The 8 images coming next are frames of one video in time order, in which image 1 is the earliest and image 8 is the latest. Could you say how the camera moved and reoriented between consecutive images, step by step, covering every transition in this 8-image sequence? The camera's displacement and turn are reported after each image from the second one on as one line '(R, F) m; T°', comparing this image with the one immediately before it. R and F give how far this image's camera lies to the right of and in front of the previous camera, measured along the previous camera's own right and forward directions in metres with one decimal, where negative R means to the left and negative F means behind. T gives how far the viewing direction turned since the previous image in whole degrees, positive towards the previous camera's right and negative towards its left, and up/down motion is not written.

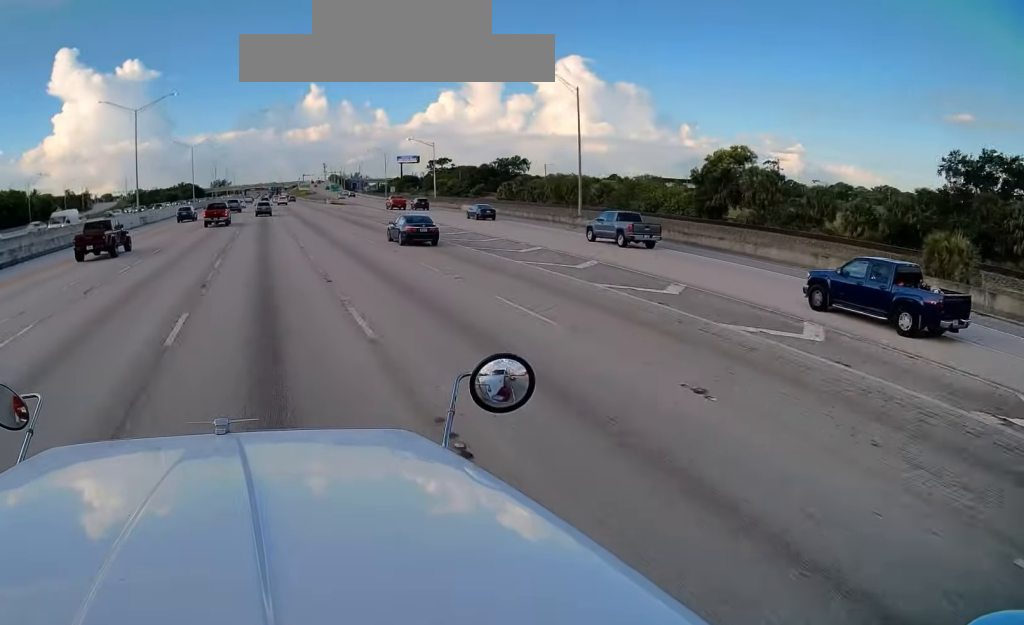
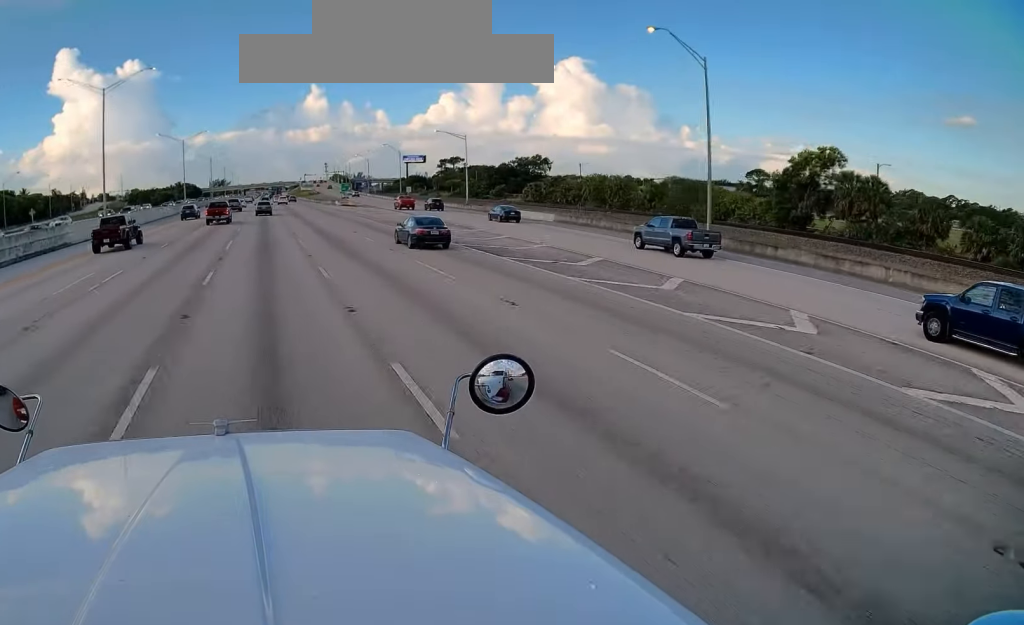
(-0.2, +17.0) m; 0°
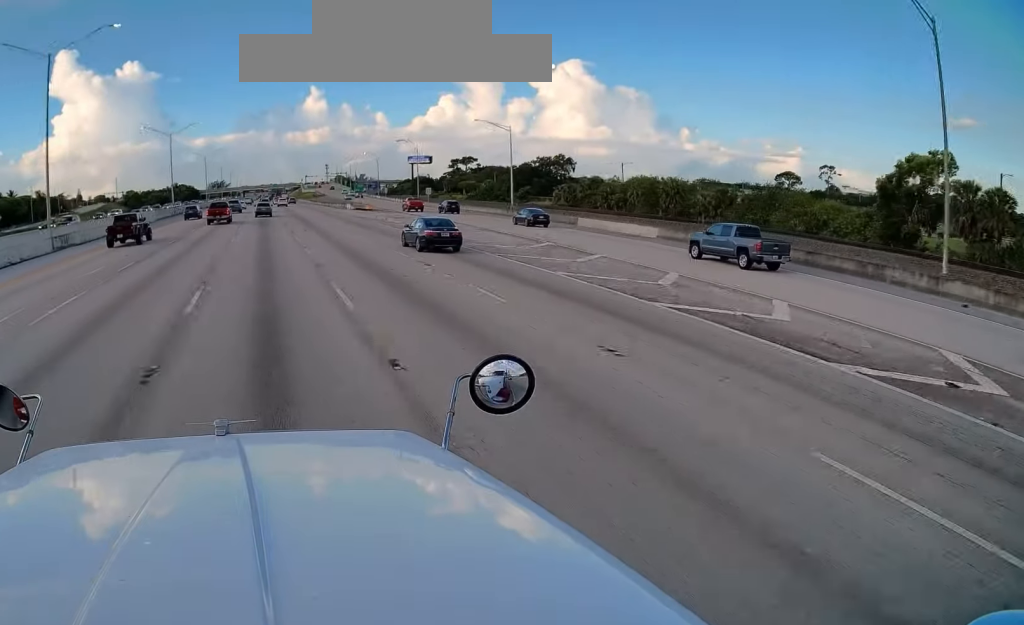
(+0.1, +17.0) m; 0°
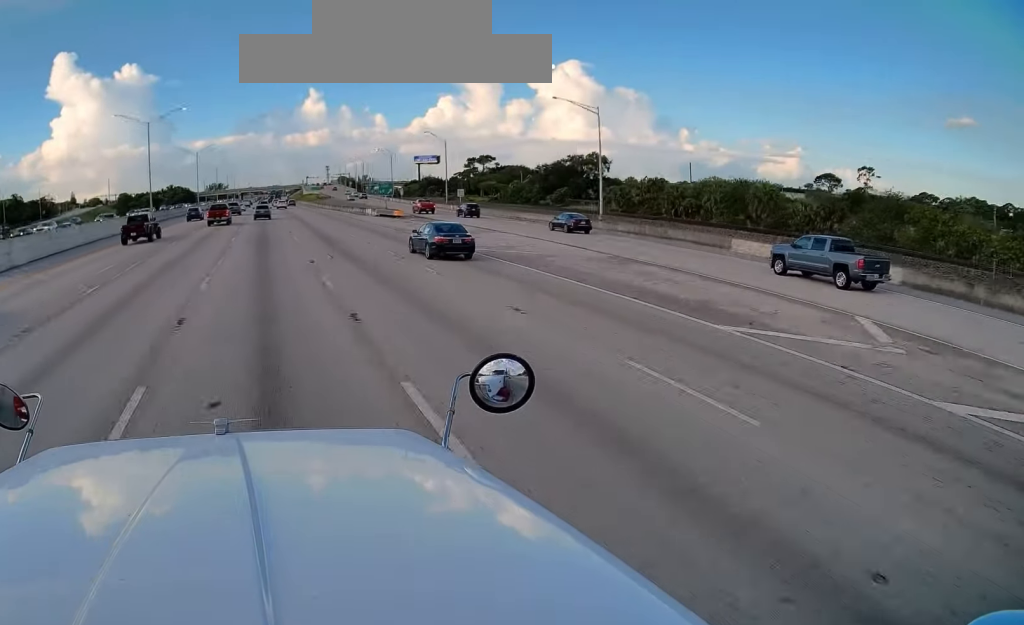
(+0.2, +19.9) m; 0°
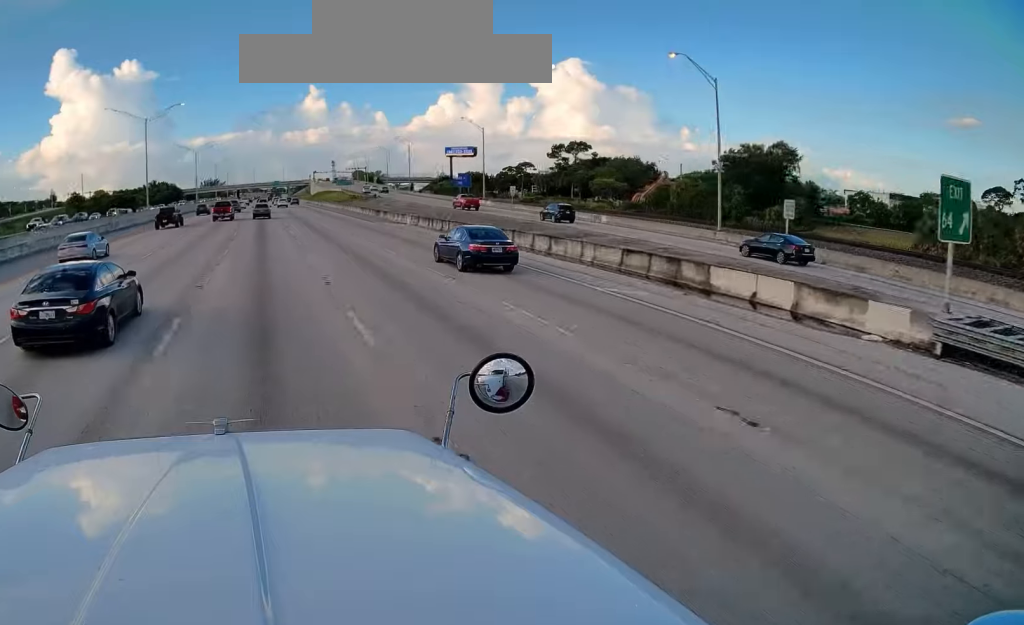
(-0.9, +68.8) m; -1°
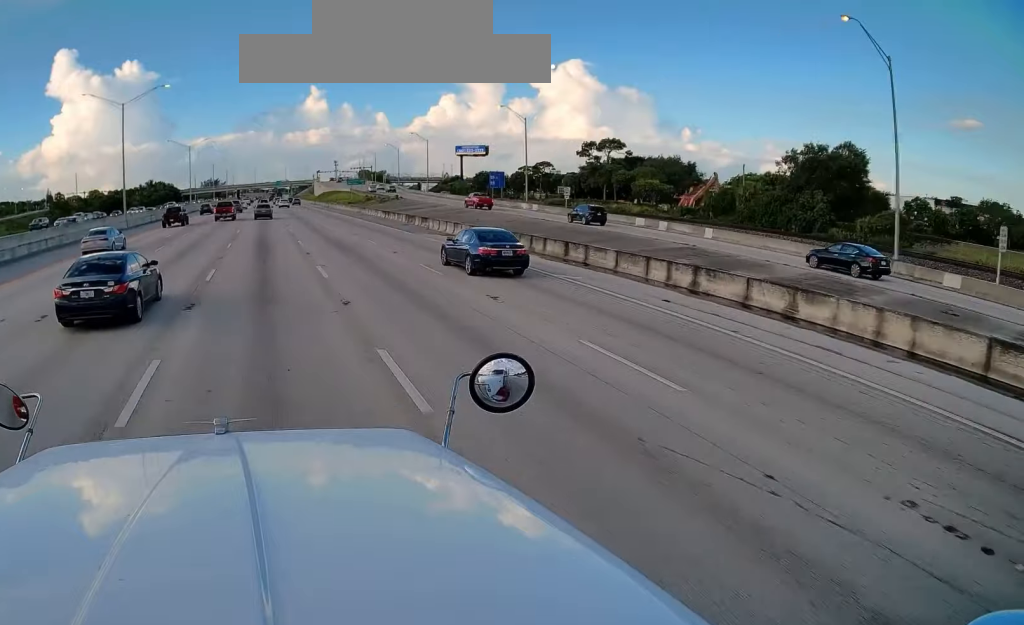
(-0.1, +15.5) m; 0°
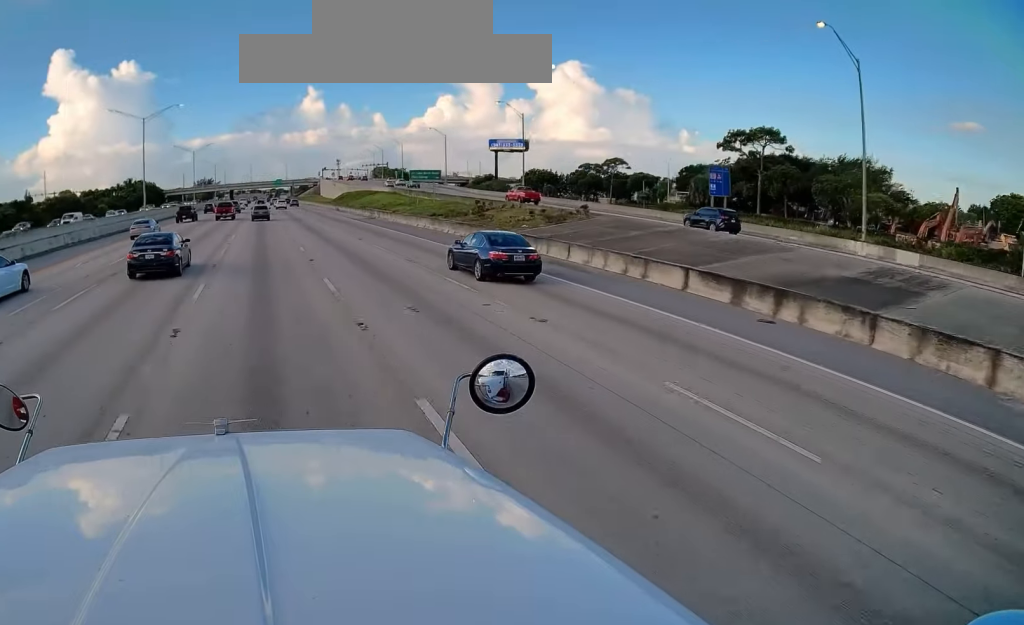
(-0.4, +51.5) m; -1°
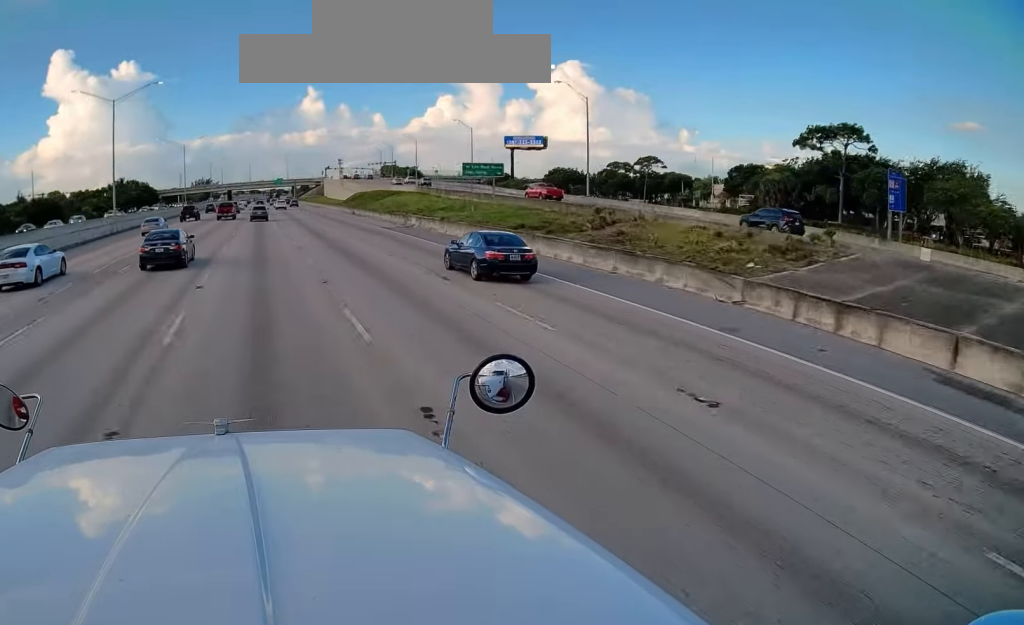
(0.0, +17.9) m; 0°
